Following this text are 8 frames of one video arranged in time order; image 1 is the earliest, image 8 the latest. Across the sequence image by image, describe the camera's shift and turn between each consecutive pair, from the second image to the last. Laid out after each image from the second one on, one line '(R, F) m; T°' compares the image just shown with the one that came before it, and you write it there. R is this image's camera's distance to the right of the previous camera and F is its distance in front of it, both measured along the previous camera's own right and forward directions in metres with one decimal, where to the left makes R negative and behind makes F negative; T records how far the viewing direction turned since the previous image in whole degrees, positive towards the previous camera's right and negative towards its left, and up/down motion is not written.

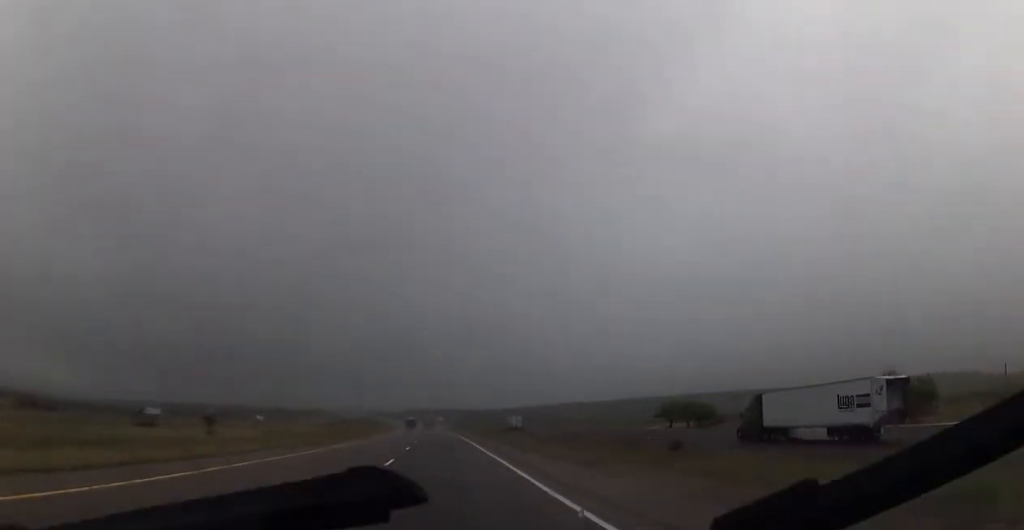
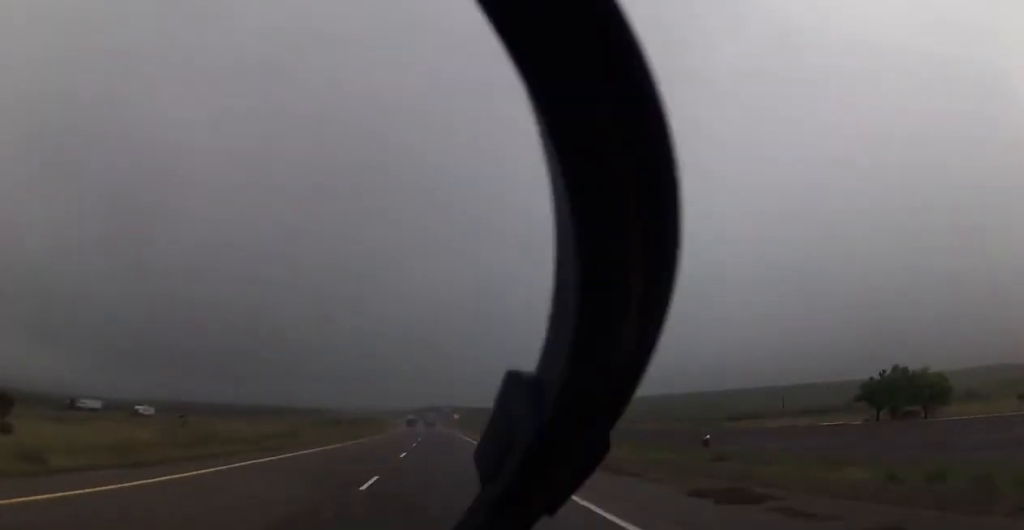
(-1.0, +69.3) m; -1°
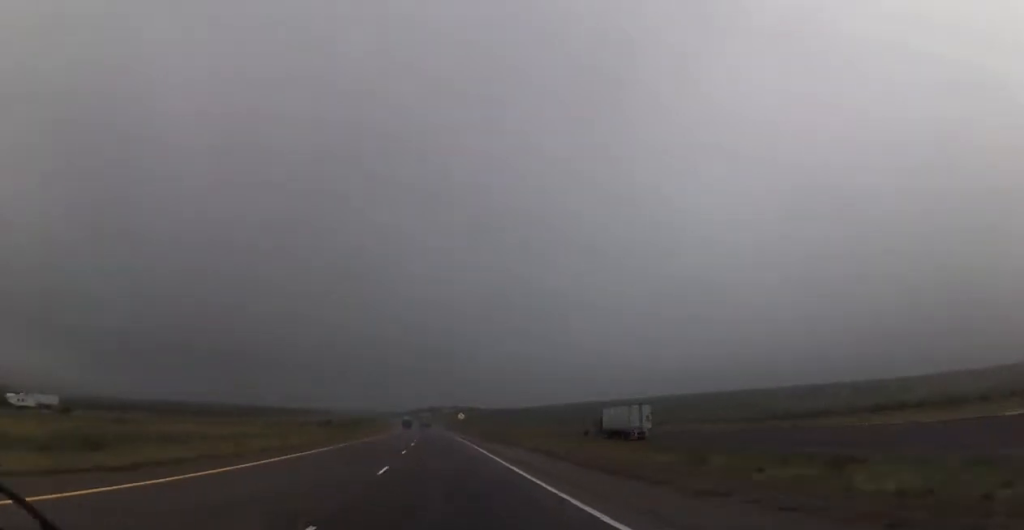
(+0.1, +32.3) m; 0°
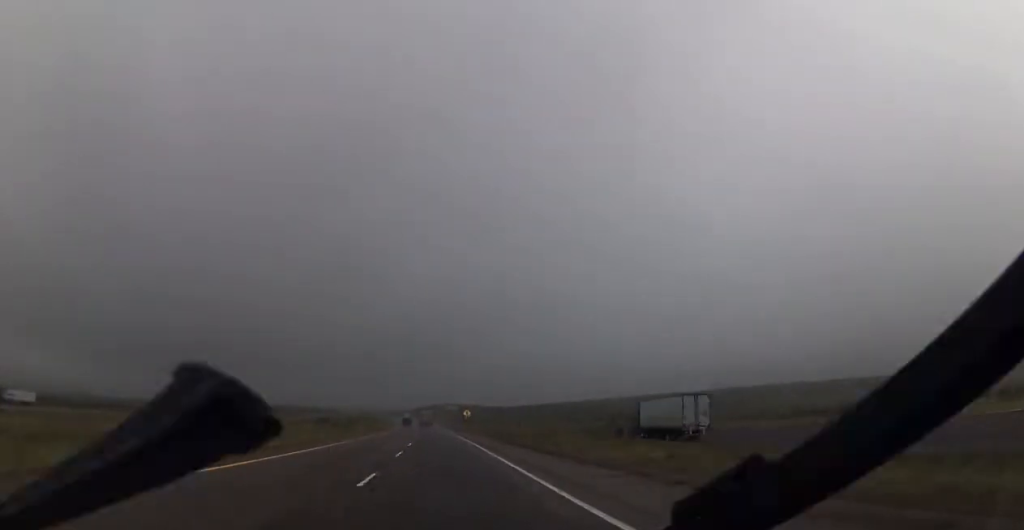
(+0.2, +16.2) m; 0°
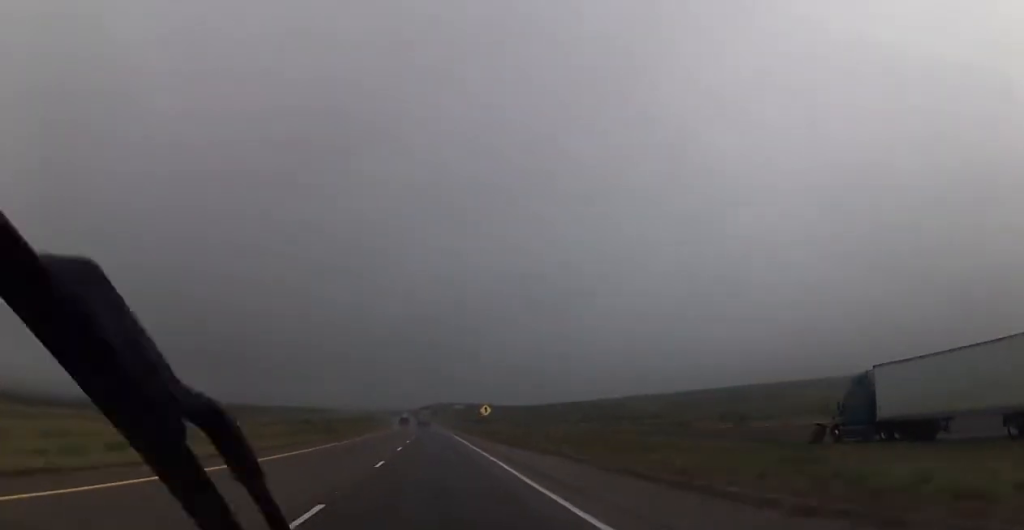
(-0.9, +42.8) m; -2°
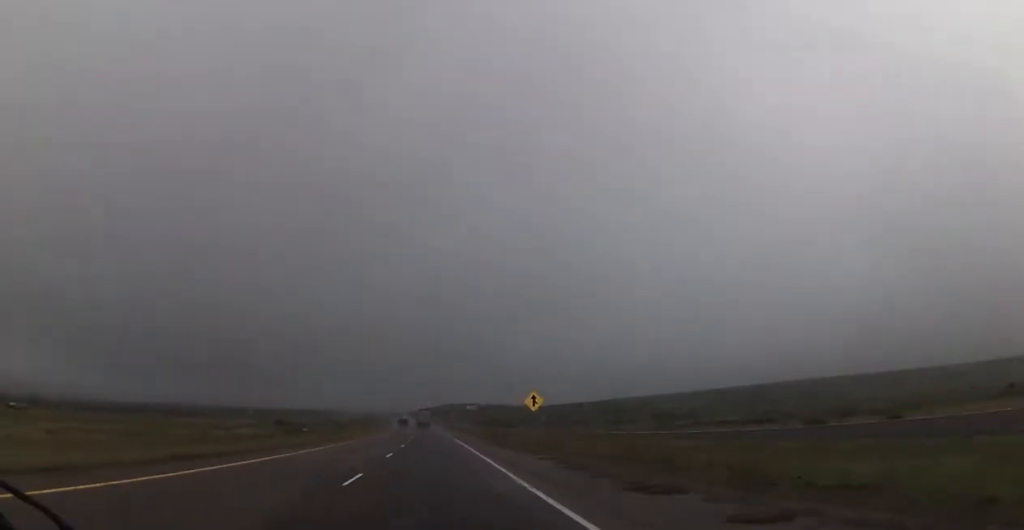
(-0.2, +42.5) m; 0°
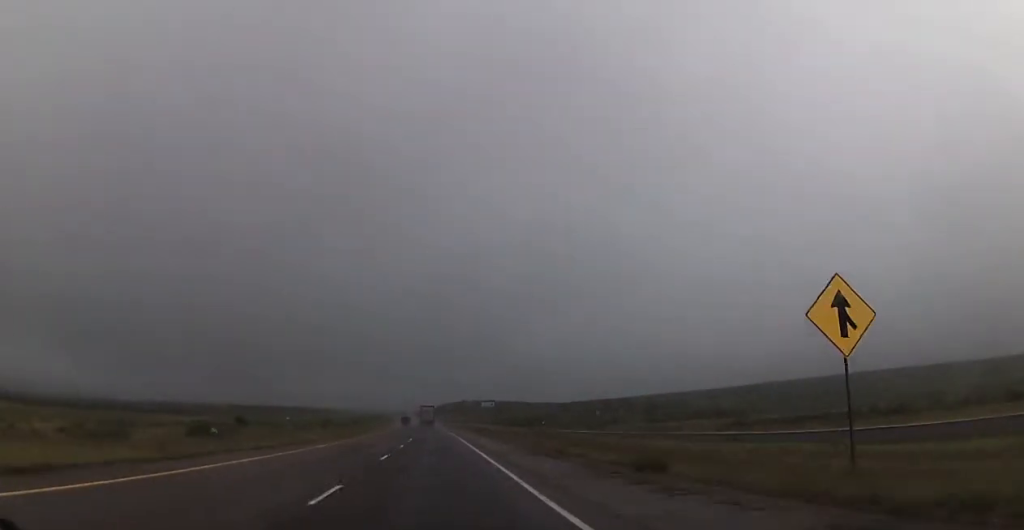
(-0.1, +40.2) m; -1°
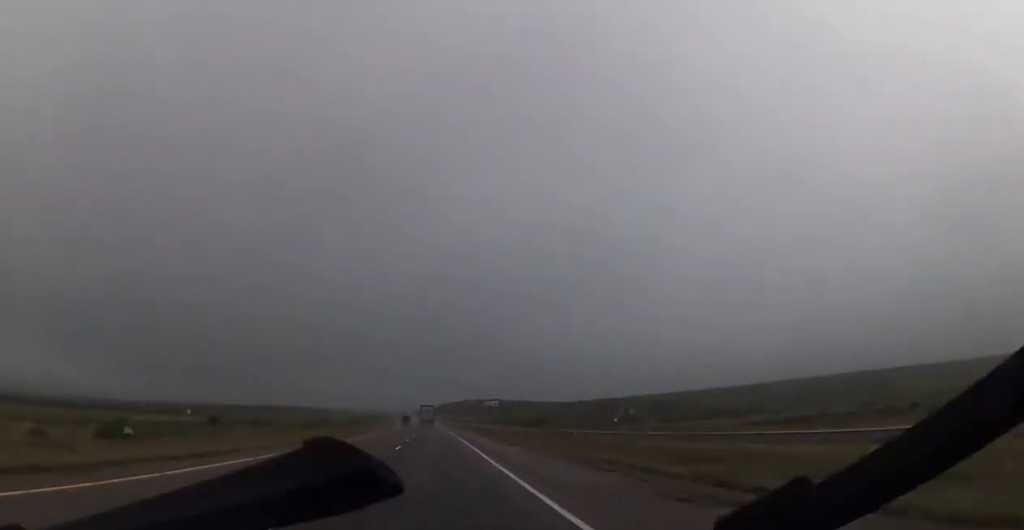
(-0.1, +14.9) m; 0°
